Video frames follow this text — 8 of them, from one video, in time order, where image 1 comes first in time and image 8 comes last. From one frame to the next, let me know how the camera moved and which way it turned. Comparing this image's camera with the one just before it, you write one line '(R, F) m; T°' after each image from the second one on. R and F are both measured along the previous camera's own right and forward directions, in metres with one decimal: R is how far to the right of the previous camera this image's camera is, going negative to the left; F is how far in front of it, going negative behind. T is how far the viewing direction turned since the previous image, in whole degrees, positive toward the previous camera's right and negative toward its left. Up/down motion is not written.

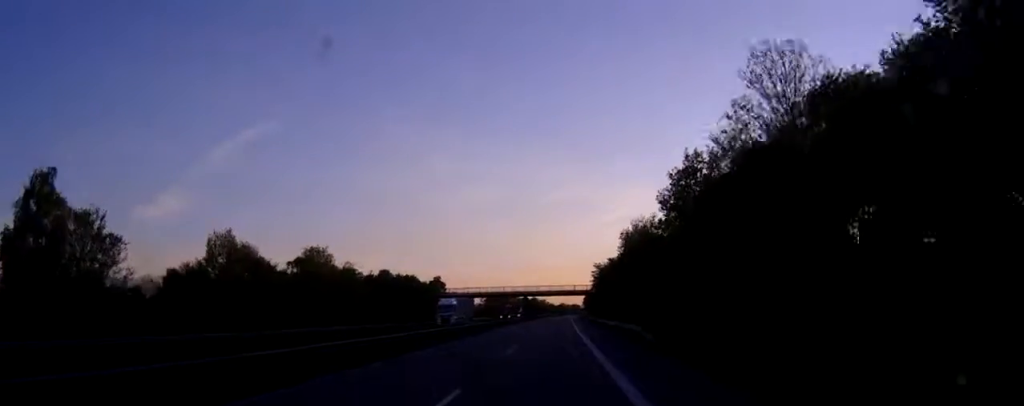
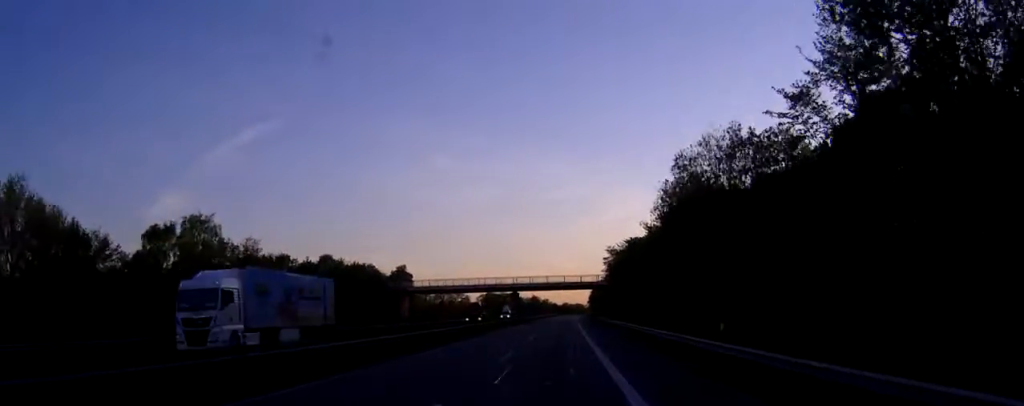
(0.0, +37.6) m; 0°
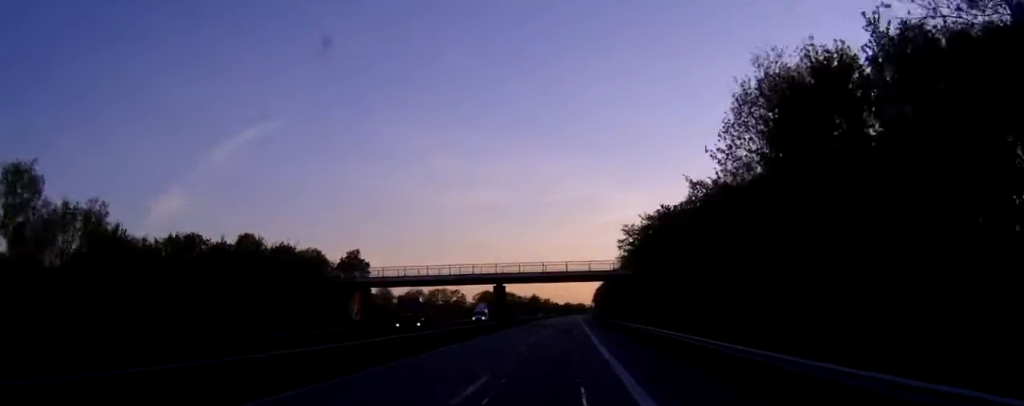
(-0.1, +29.1) m; 0°
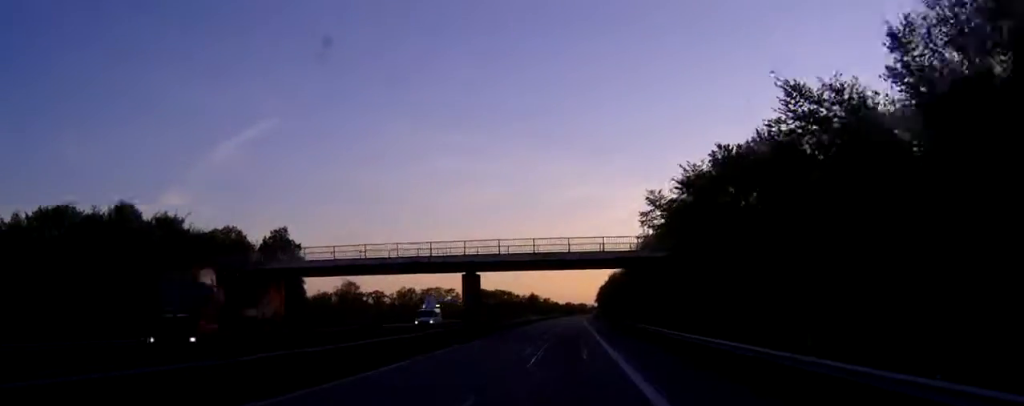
(0.0, +25.4) m; 0°
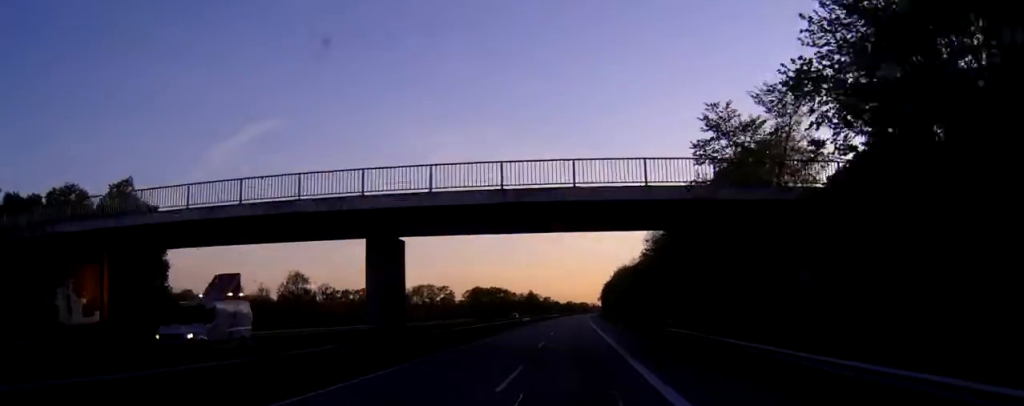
(0.0, +27.2) m; 0°
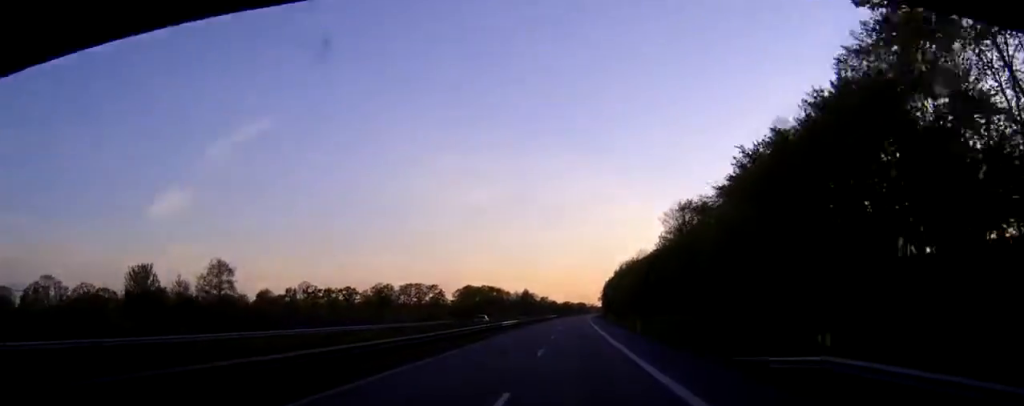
(+0.1, +24.5) m; 0°
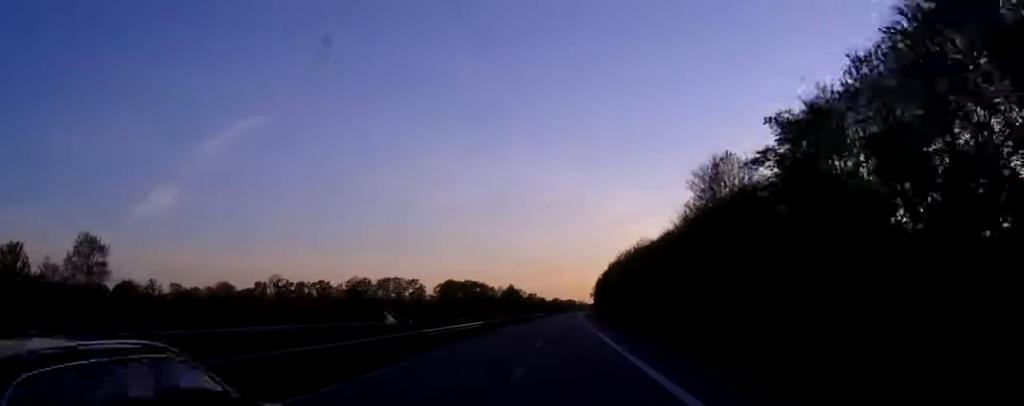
(+0.1, +24.6) m; 0°
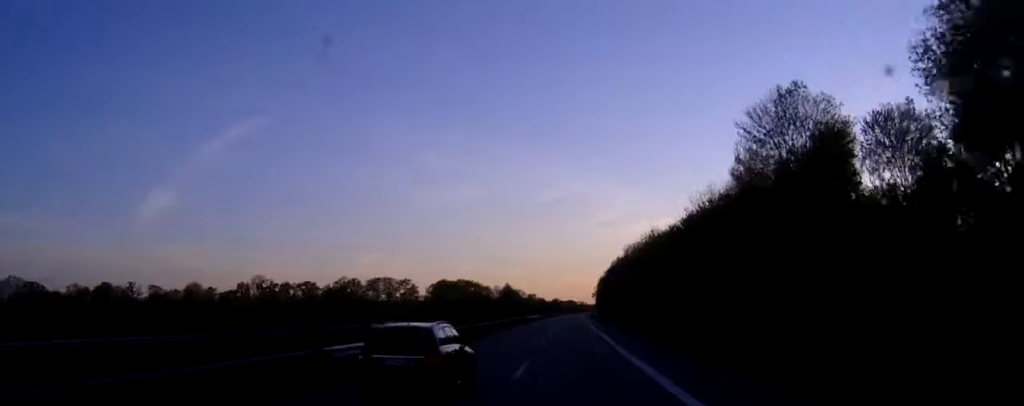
(0.0, +18.9) m; 0°
